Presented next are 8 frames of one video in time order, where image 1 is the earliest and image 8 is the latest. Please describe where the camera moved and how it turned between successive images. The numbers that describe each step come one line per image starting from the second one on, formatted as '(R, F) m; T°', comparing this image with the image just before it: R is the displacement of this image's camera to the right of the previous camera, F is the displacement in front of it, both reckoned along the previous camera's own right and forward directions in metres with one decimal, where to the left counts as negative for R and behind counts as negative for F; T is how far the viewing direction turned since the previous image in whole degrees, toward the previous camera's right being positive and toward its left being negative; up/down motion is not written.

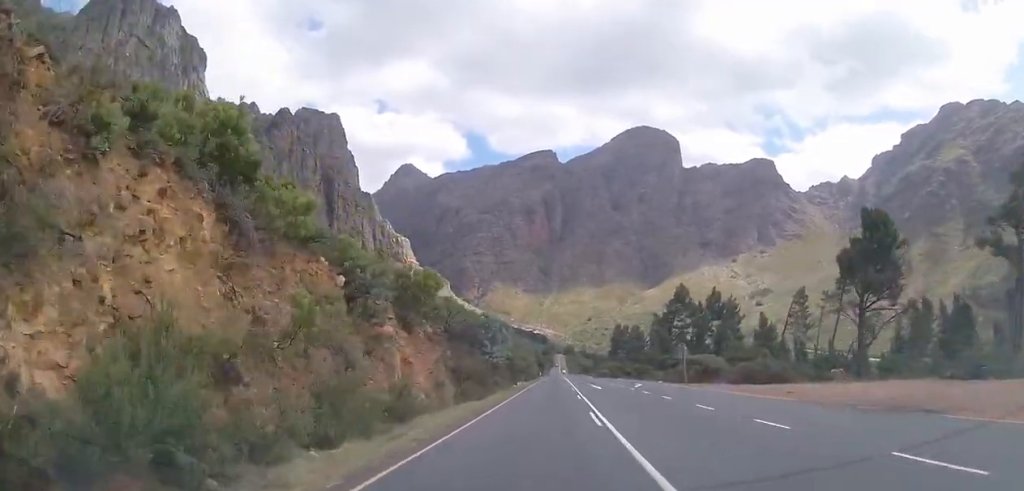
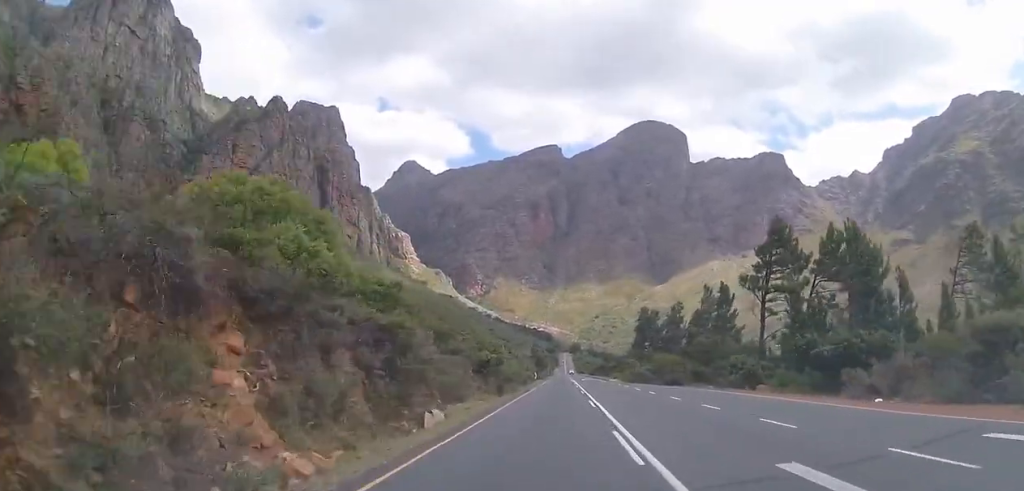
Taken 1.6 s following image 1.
(-0.5, +42.5) m; -1°
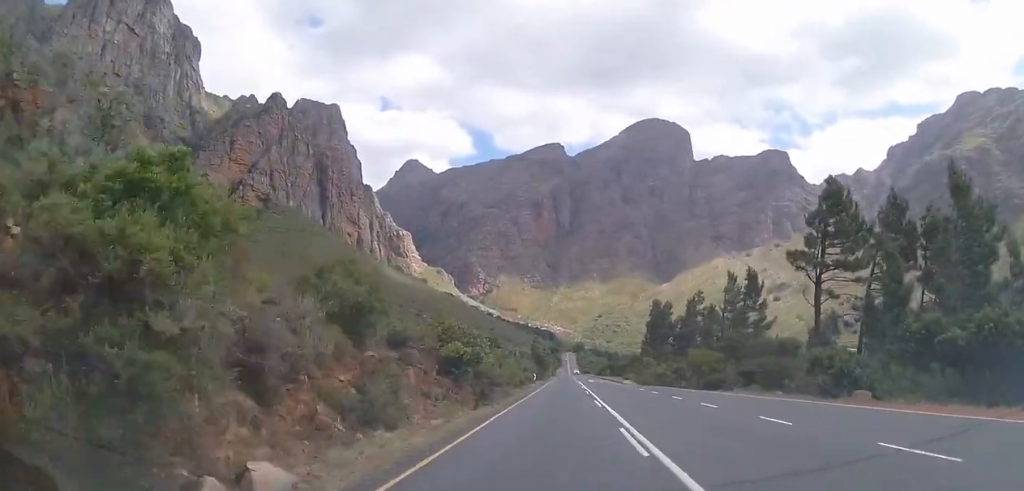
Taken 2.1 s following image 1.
(0.0, +11.4) m; 0°
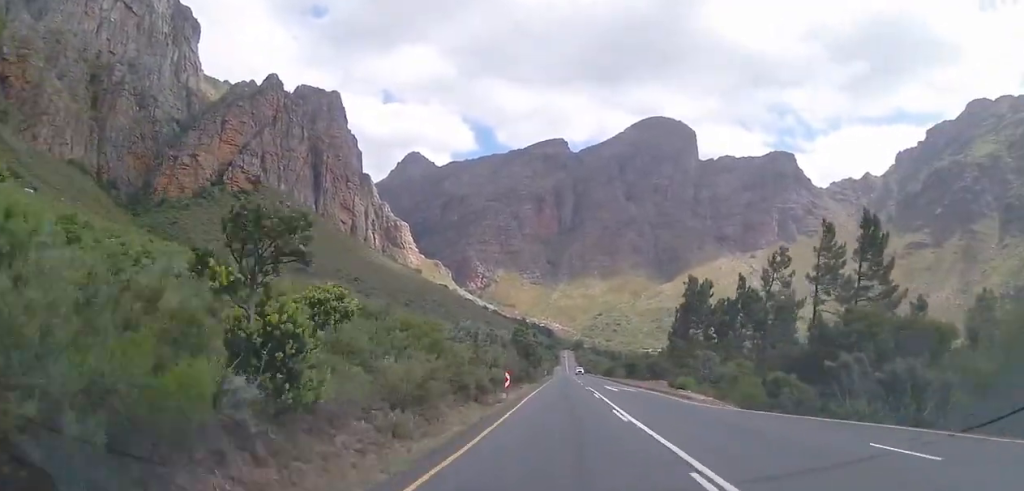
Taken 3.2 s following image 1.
(0.0, +30.0) m; 0°
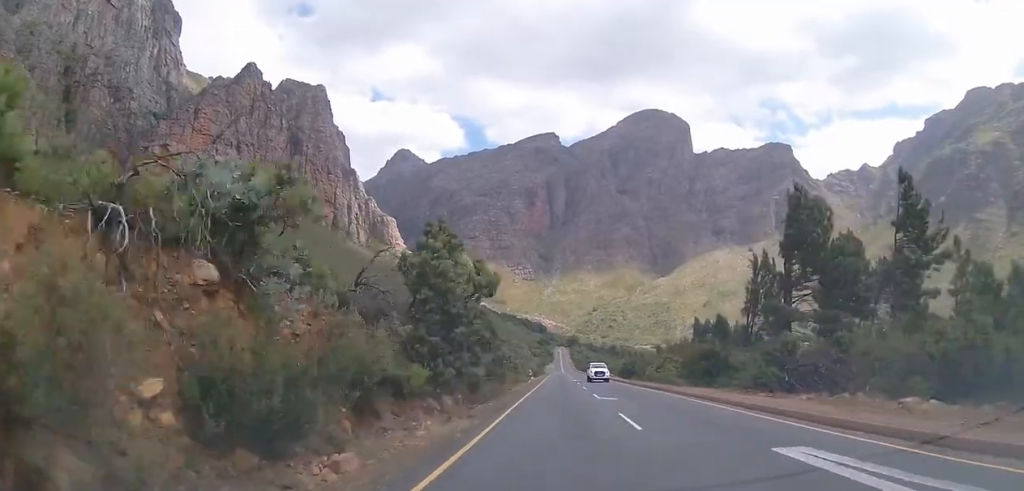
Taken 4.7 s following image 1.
(0.0, +39.2) m; 0°
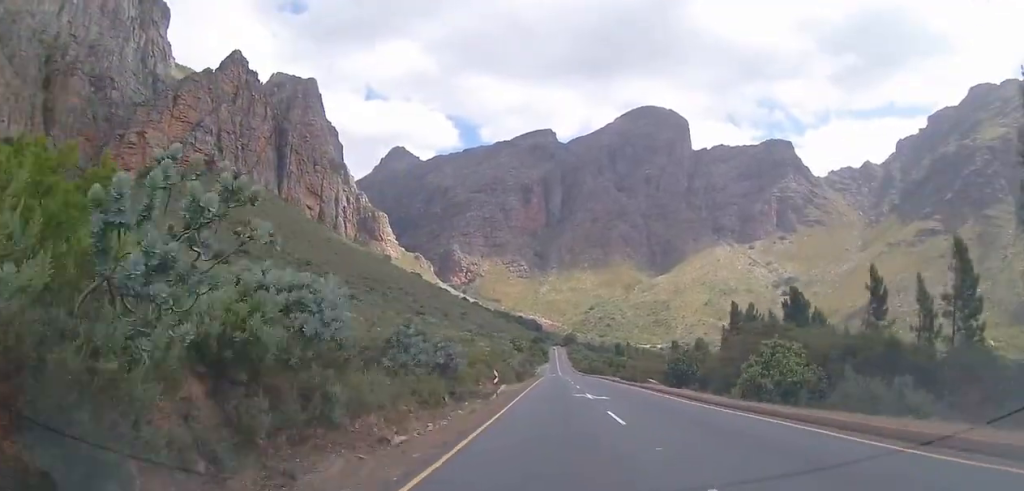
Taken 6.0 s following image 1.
(+0.4, +35.1) m; +1°
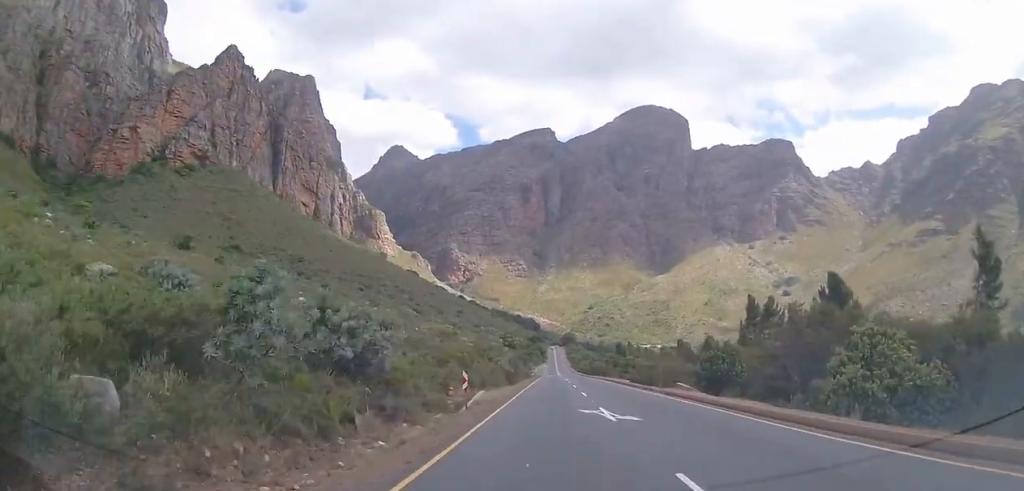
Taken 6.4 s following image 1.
(+0.1, +10.9) m; 0°
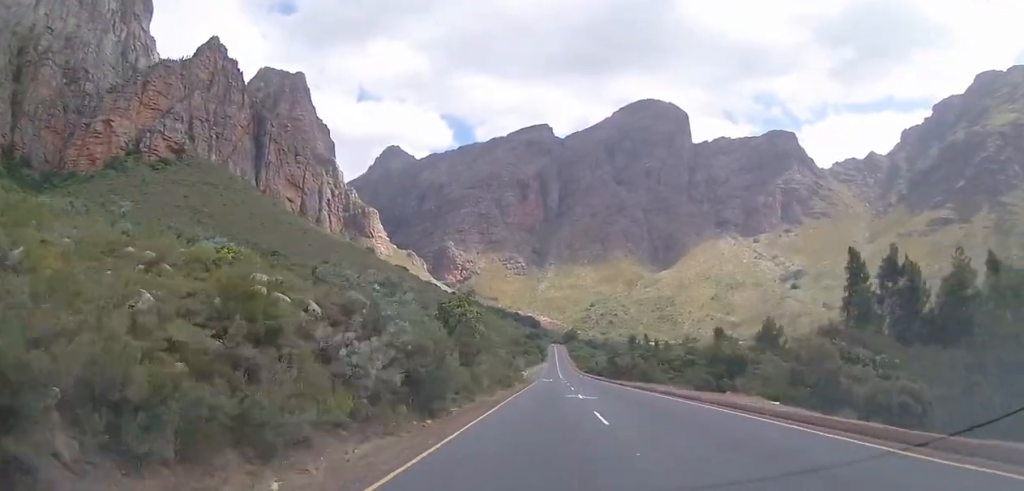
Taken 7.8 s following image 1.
(-0.4, +38.3) m; -1°
